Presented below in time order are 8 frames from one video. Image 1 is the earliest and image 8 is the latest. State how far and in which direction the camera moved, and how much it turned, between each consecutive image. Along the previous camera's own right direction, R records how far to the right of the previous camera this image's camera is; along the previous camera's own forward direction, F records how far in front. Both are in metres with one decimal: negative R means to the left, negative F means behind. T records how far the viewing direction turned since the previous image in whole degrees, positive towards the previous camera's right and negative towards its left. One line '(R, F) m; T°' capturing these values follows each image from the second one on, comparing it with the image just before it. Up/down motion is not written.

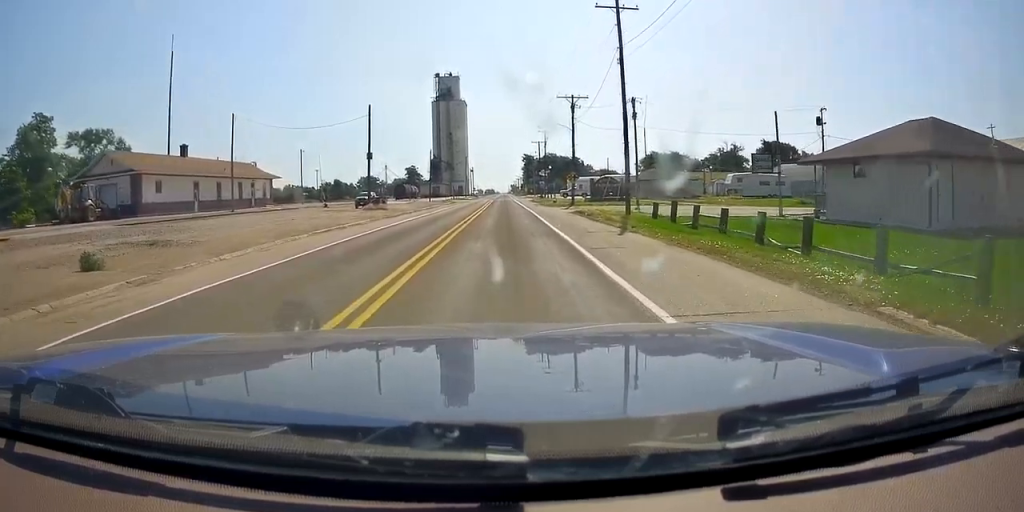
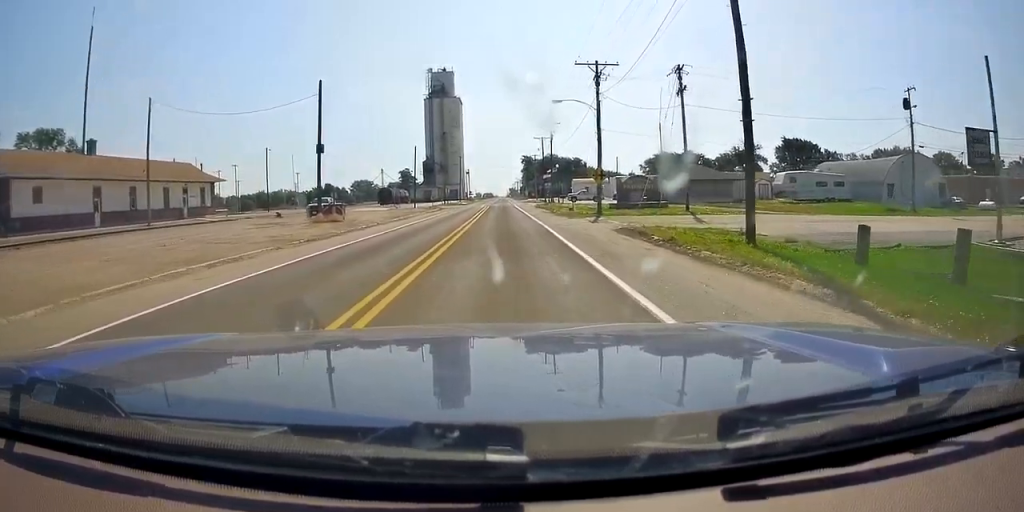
(0.0, +15.8) m; 0°
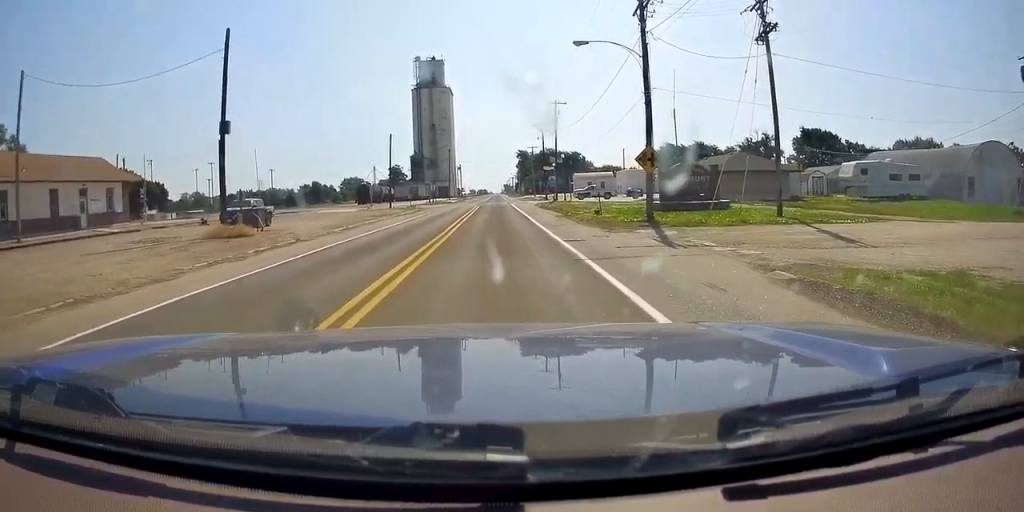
(0.0, +15.0) m; 0°
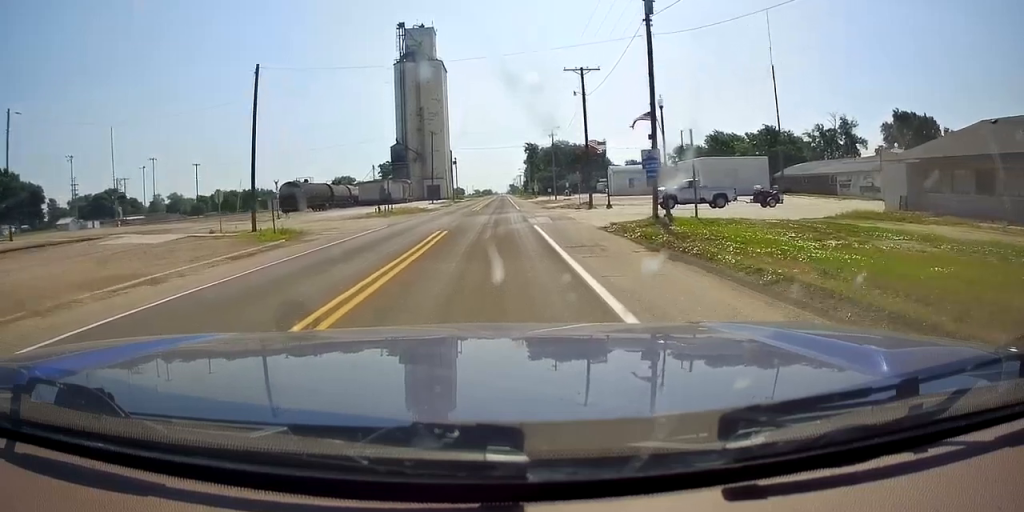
(0.0, +41.4) m; 0°
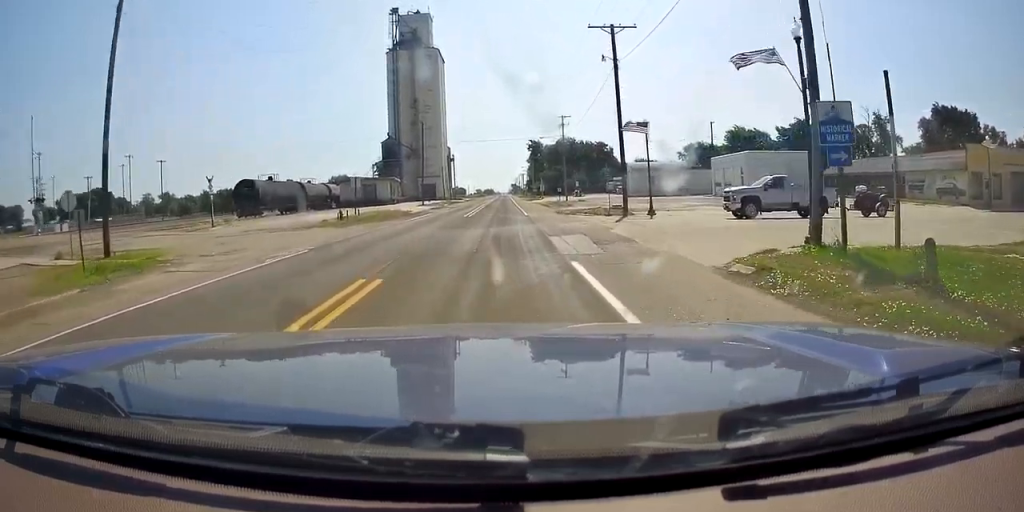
(0.0, +13.2) m; 0°
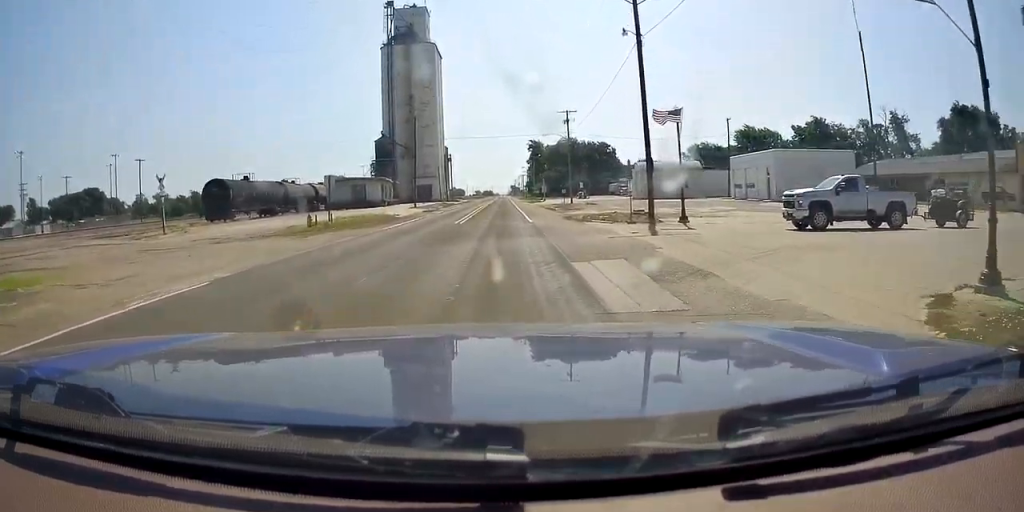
(0.0, +6.5) m; 0°
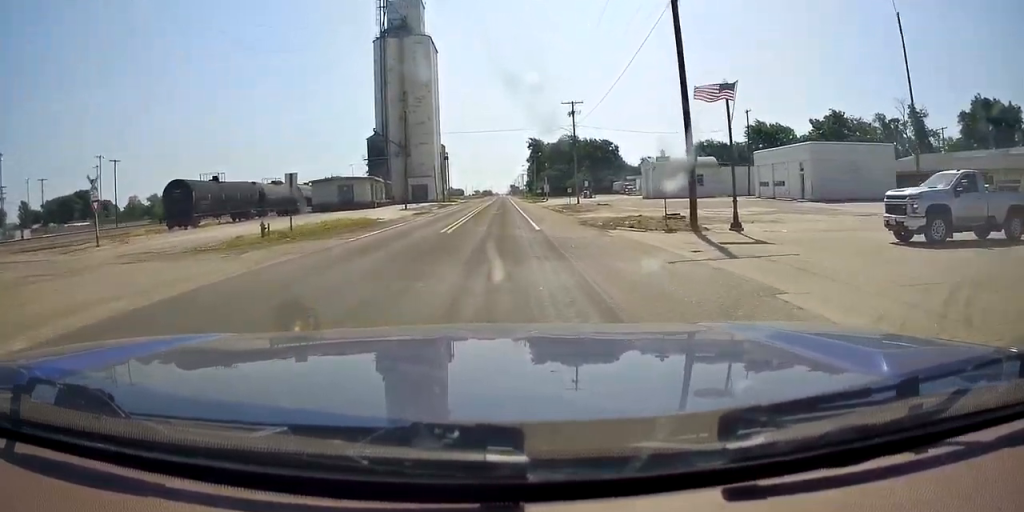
(0.0, +6.7) m; 0°
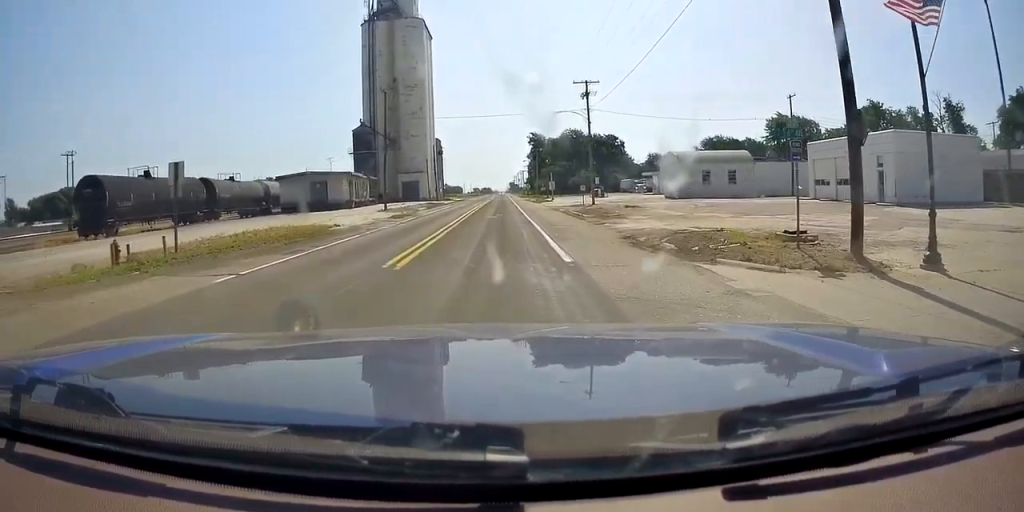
(0.0, +11.3) m; 0°
